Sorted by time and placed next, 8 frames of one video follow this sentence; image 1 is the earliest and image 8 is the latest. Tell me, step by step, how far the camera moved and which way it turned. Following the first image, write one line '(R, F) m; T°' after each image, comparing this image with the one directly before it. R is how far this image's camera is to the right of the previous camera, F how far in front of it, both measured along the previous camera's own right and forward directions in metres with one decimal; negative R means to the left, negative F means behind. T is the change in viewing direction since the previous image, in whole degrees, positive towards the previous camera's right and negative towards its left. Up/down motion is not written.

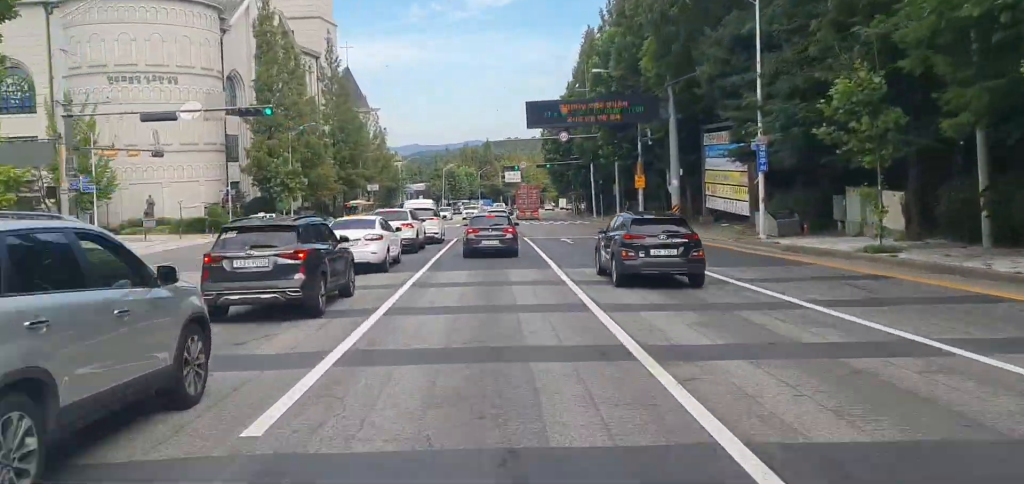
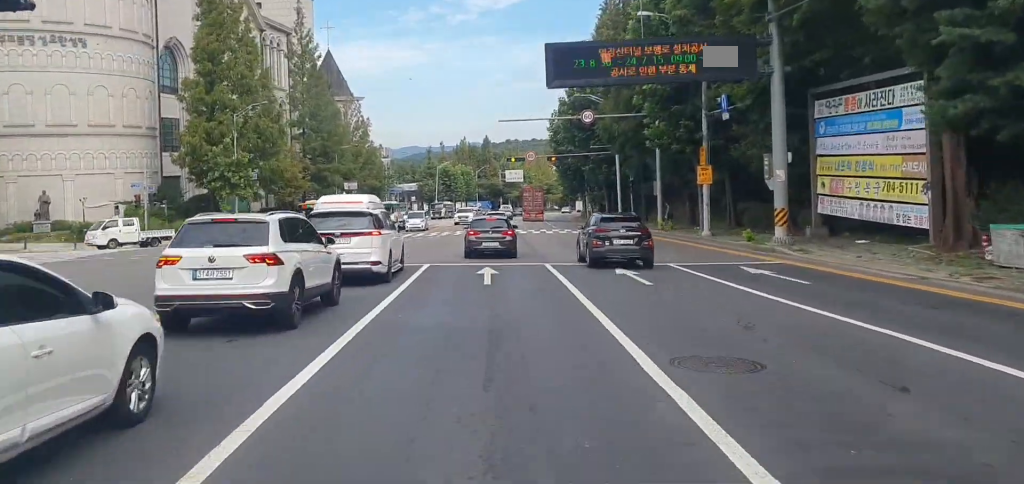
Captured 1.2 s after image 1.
(+0.3, +17.7) m; 0°
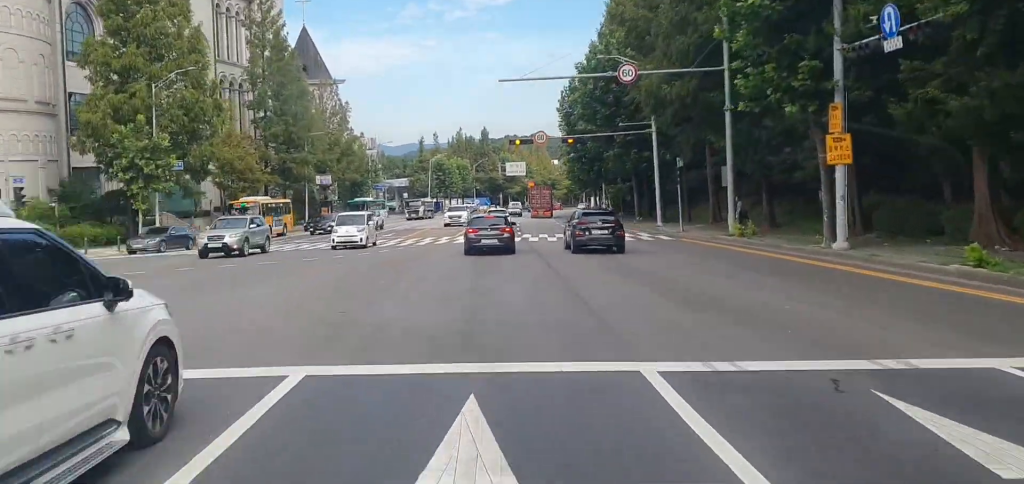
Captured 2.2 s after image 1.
(-0.1, +14.8) m; -1°
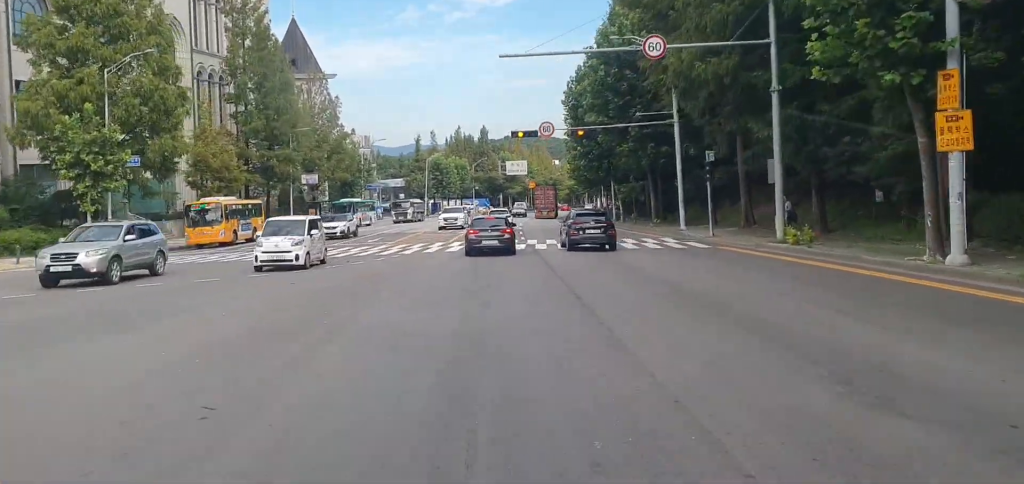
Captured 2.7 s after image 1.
(-0.1, +6.5) m; -1°
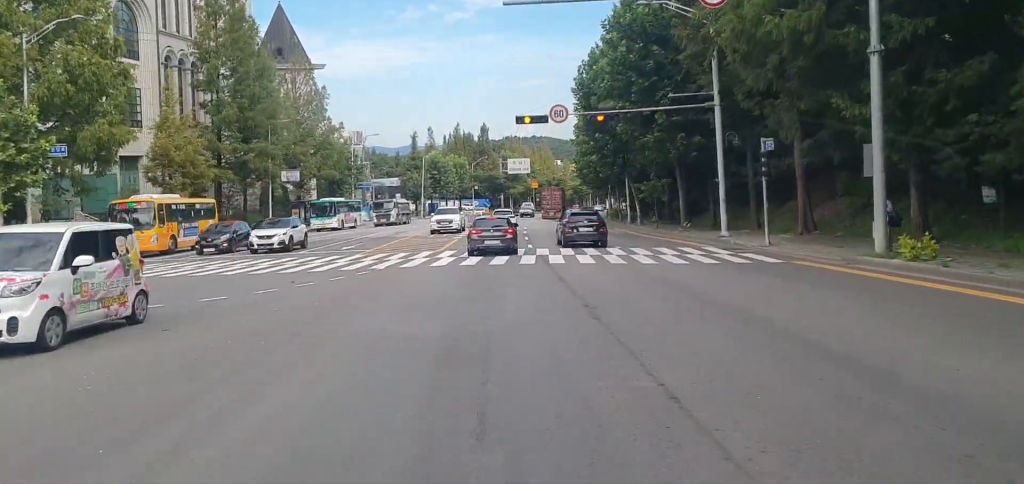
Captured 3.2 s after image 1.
(0.0, +7.7) m; 0°
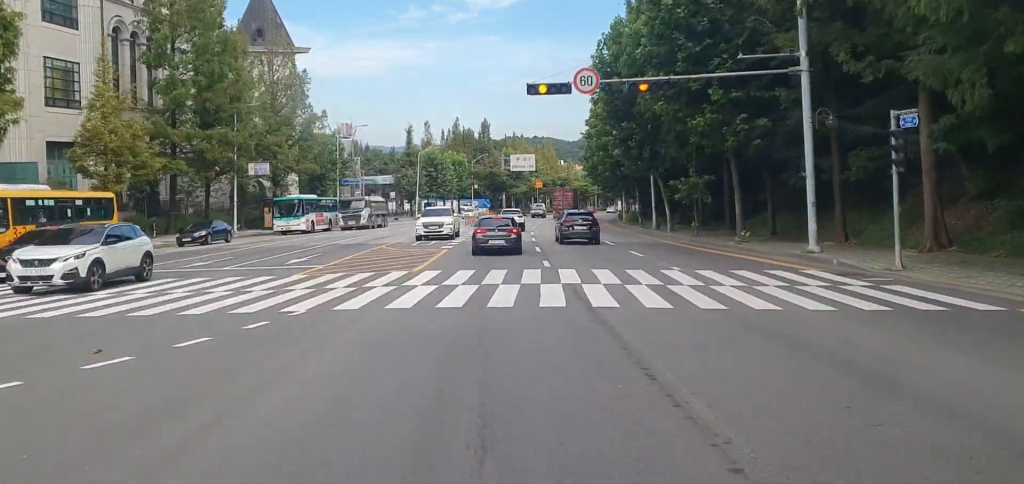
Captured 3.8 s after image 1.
(-0.1, +9.9) m; +1°
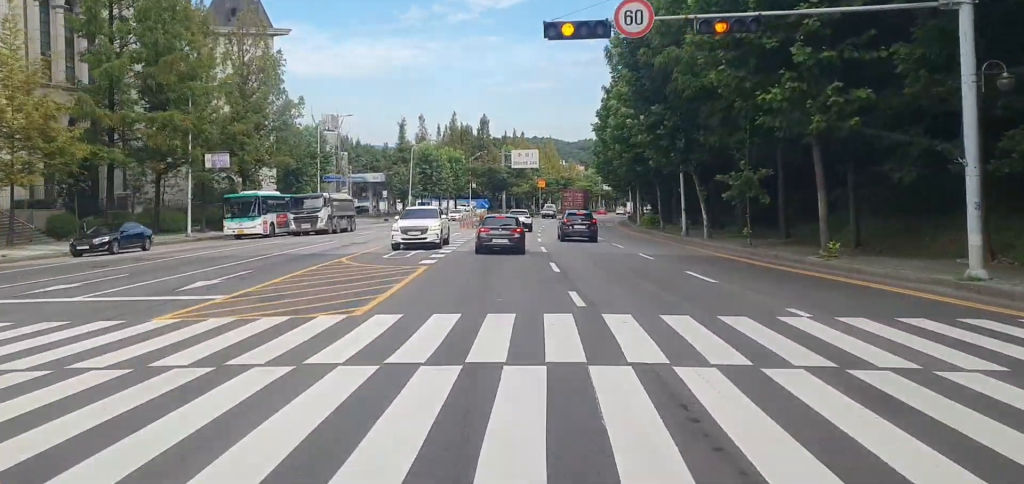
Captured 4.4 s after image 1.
(+0.3, +9.1) m; +1°
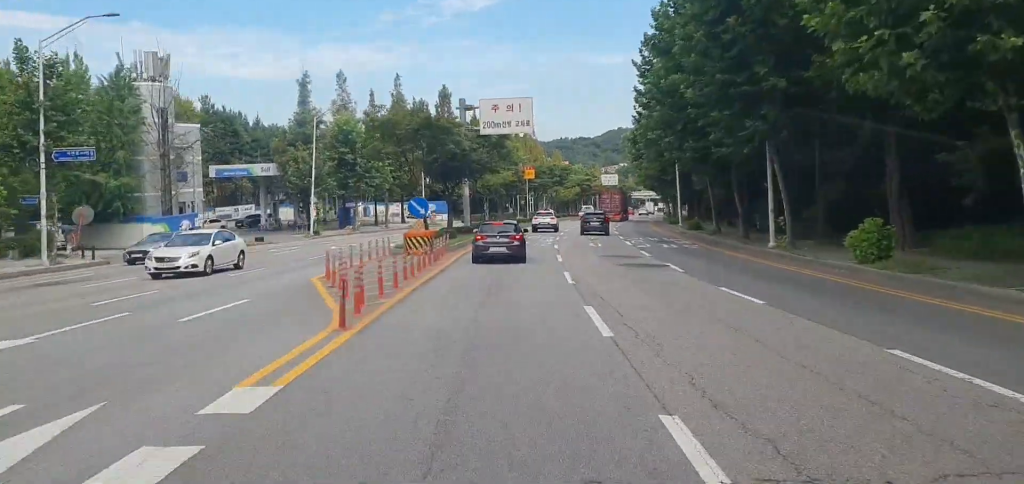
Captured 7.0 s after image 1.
(+0.9, +42.8) m; +2°
